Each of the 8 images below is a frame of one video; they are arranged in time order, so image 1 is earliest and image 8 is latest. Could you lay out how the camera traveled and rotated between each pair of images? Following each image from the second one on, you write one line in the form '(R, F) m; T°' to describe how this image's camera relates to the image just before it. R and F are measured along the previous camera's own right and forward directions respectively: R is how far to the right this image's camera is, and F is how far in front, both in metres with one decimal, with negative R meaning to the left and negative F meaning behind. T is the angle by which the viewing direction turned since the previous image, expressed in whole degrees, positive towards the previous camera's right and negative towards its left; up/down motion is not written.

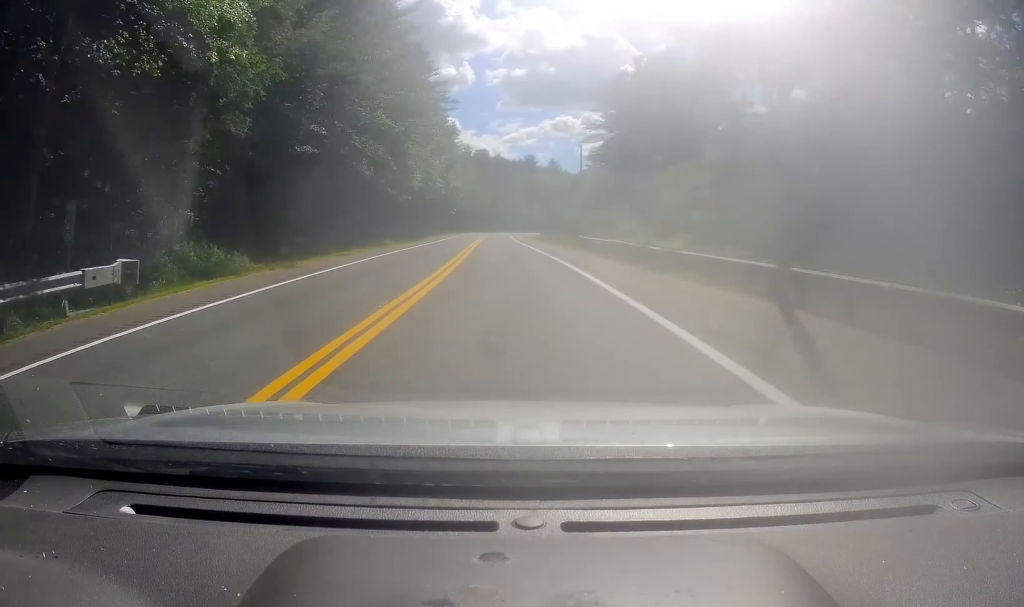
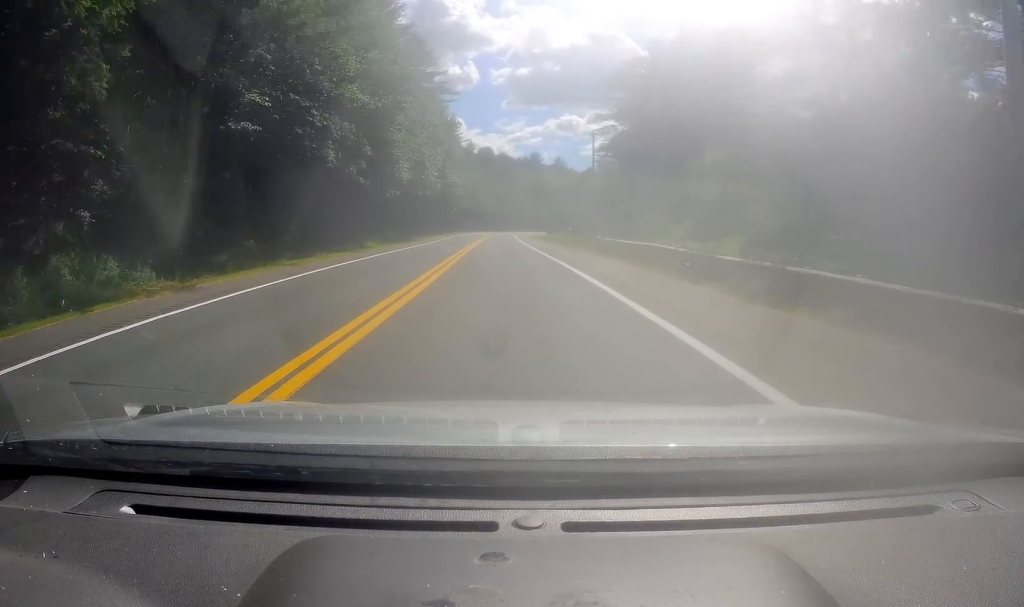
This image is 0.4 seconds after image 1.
(-0.4, +8.2) m; -1°
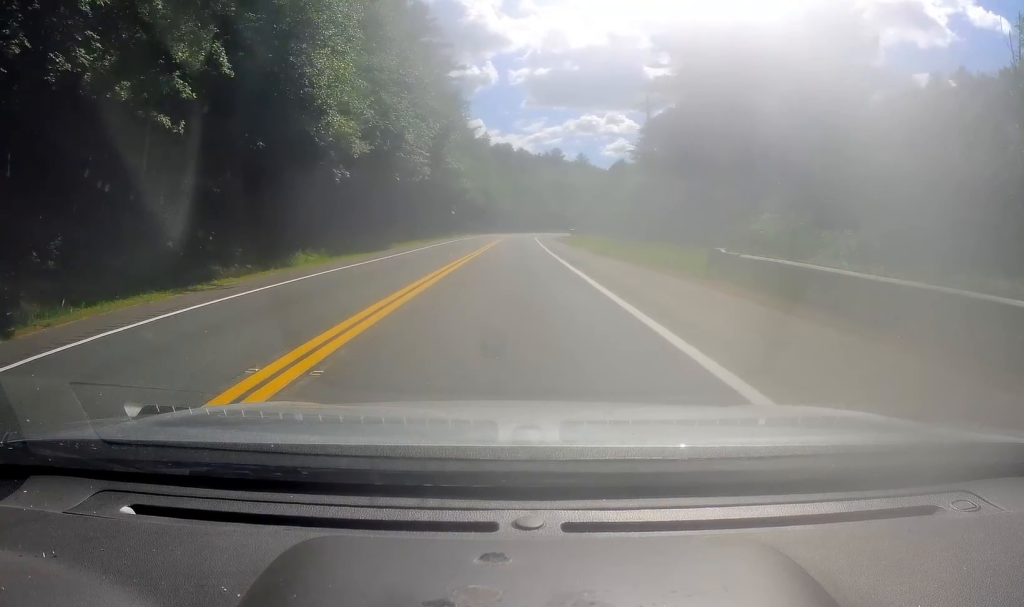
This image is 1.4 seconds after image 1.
(+0.2, +20.7) m; -1°
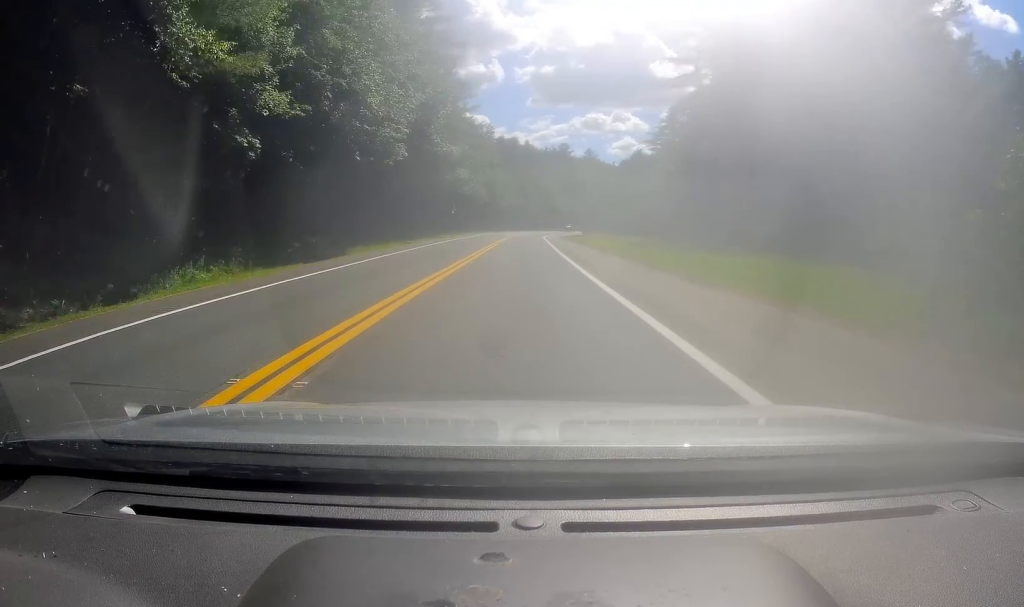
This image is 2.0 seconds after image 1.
(-0.2, +13.1) m; -1°
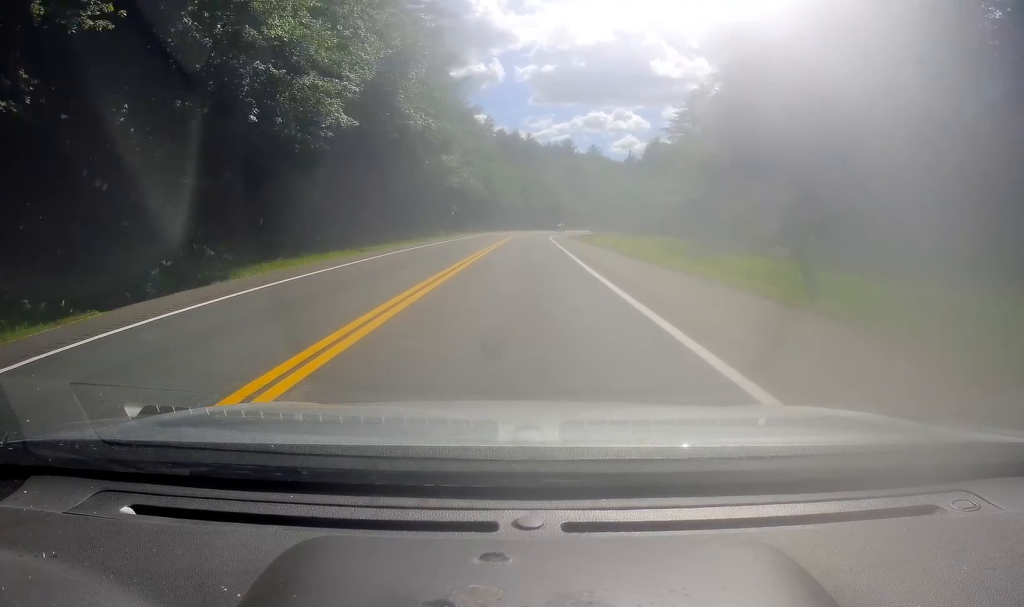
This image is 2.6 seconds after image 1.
(-0.2, +12.4) m; -1°
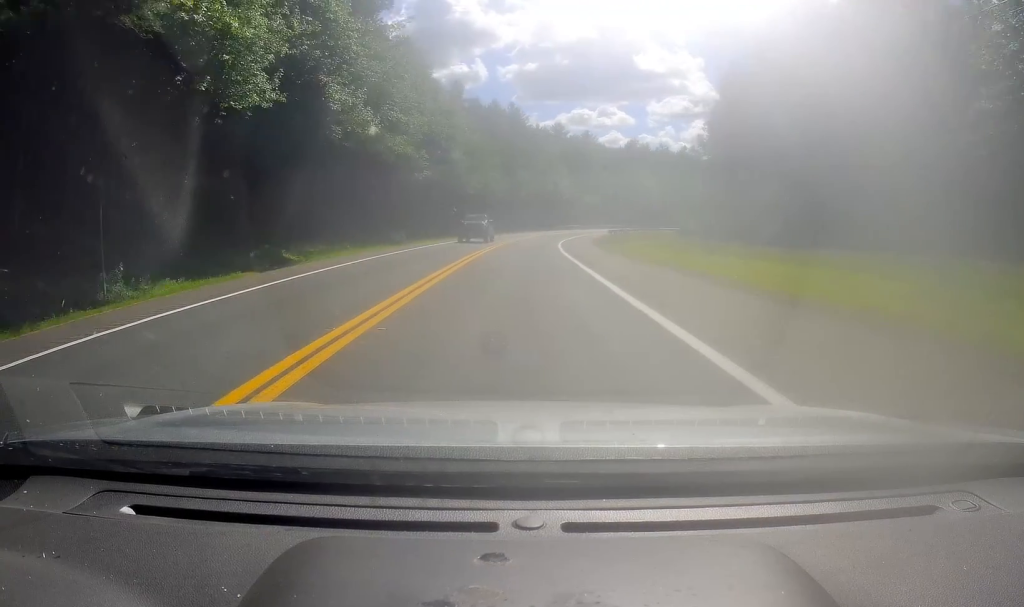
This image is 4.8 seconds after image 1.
(+0.2, +44.6) m; -1°
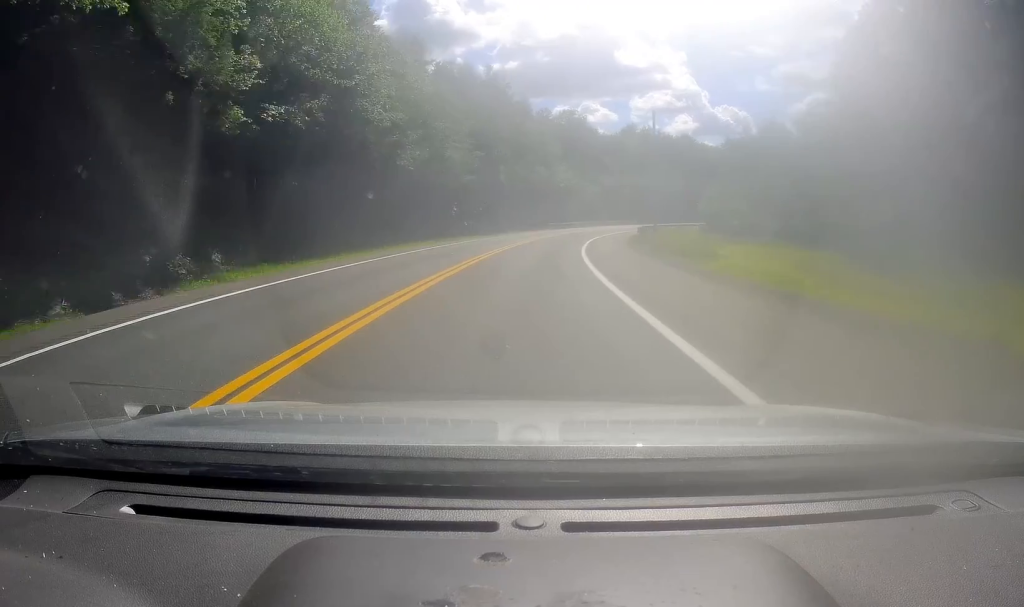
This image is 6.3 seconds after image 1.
(-0.3, +32.1) m; +1°
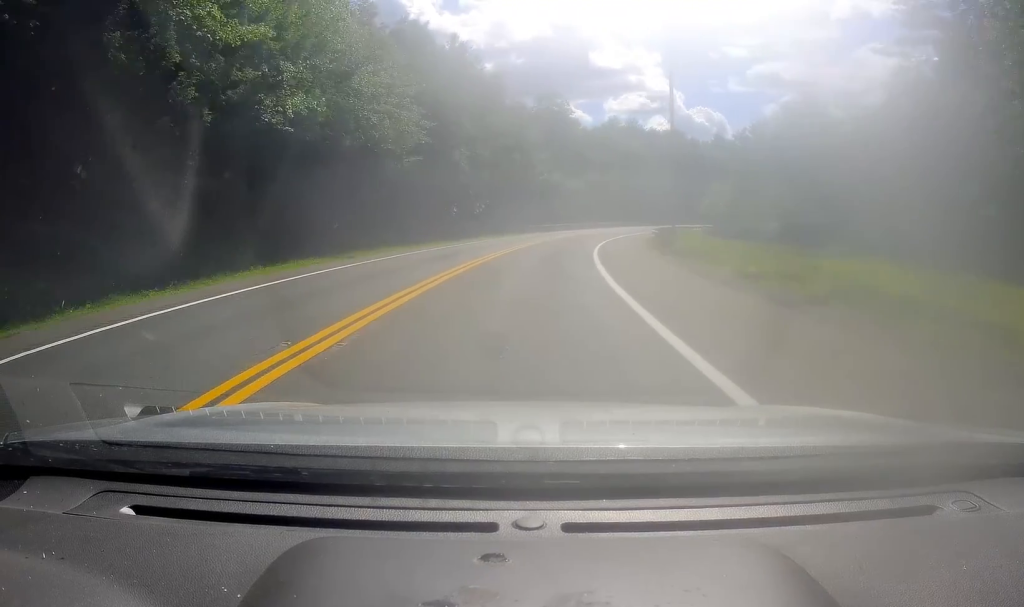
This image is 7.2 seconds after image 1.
(+0.1, +18.7) m; +1°
